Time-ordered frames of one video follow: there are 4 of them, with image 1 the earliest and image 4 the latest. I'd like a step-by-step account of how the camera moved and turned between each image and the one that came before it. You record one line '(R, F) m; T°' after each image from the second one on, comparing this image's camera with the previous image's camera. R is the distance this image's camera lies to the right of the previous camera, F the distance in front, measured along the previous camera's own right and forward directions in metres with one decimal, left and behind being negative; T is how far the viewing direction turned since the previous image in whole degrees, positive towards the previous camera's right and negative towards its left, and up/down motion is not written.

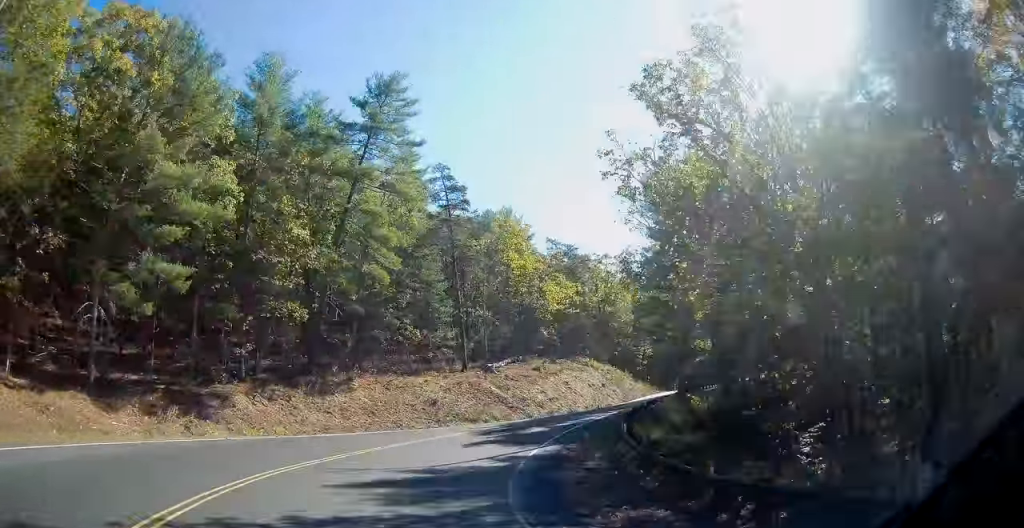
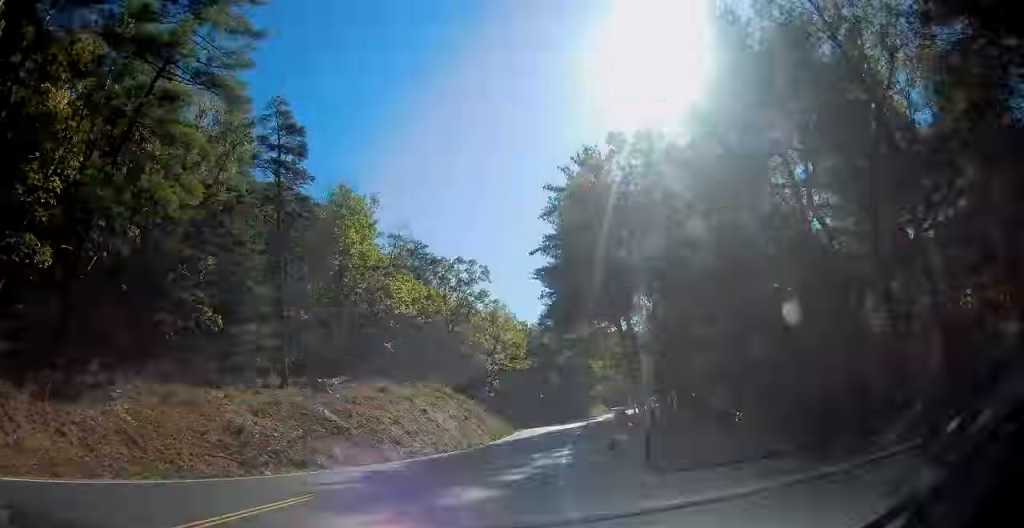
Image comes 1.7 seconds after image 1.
(+1.7, +16.6) m; +19°
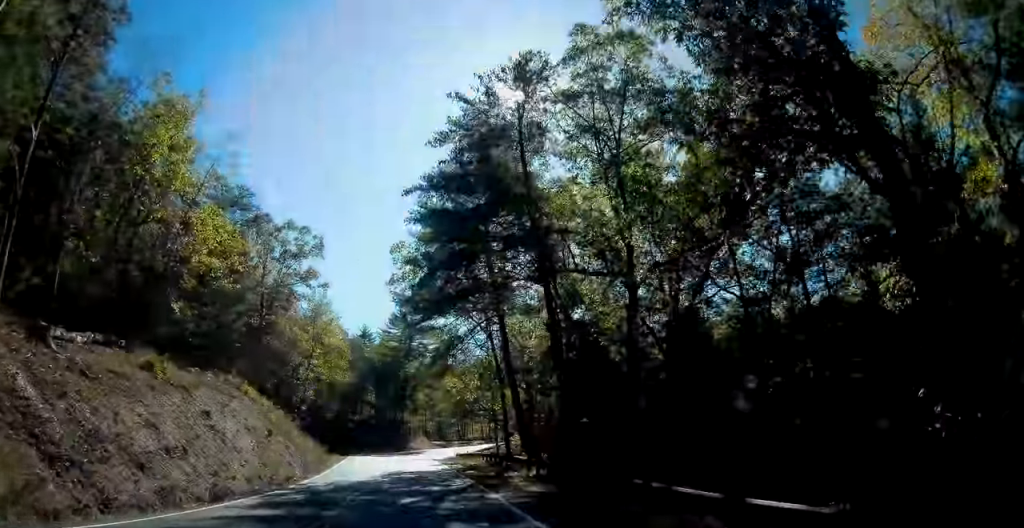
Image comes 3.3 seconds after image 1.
(+3.4, +15.5) m; +18°
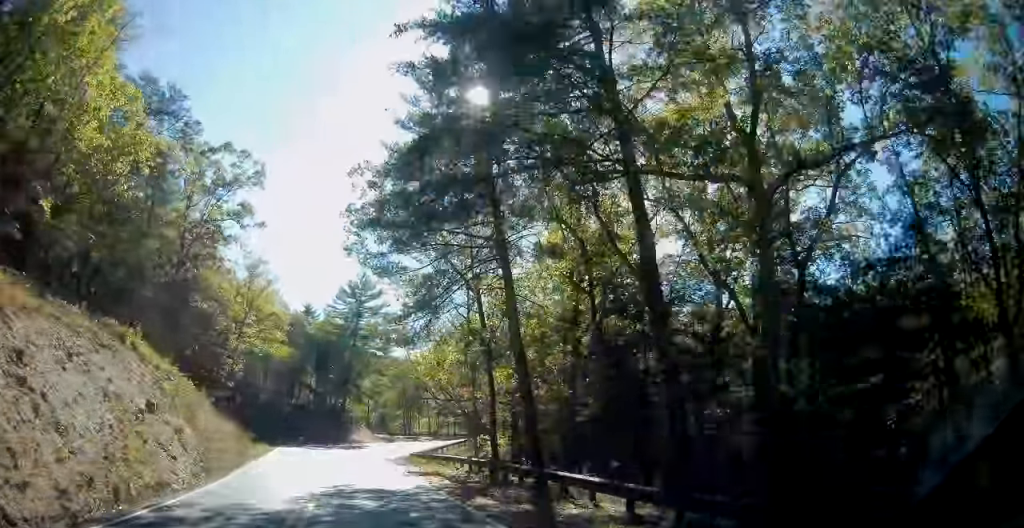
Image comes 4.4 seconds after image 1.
(+0.2, +11.6) m; +7°
